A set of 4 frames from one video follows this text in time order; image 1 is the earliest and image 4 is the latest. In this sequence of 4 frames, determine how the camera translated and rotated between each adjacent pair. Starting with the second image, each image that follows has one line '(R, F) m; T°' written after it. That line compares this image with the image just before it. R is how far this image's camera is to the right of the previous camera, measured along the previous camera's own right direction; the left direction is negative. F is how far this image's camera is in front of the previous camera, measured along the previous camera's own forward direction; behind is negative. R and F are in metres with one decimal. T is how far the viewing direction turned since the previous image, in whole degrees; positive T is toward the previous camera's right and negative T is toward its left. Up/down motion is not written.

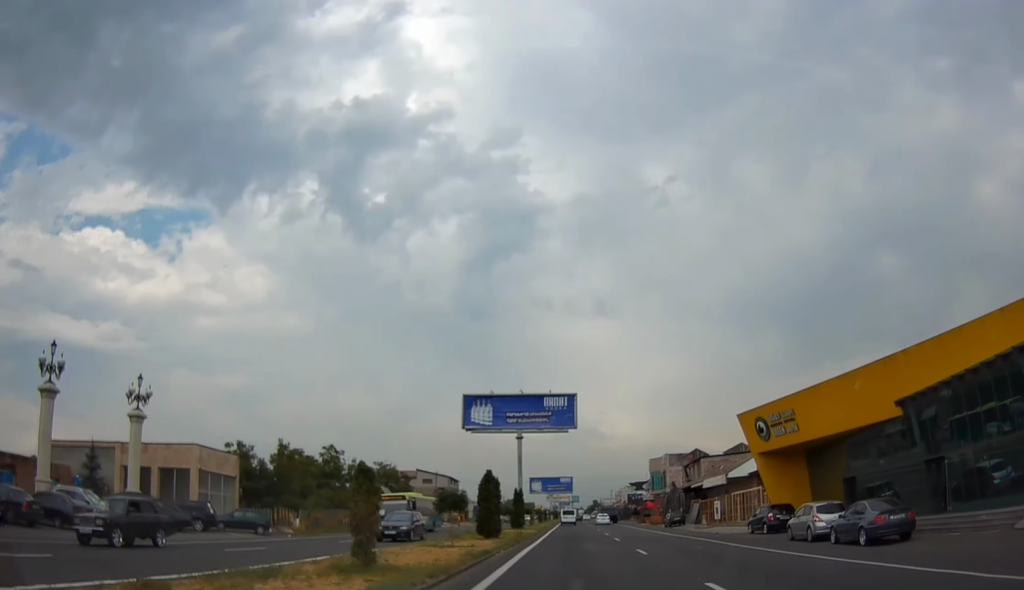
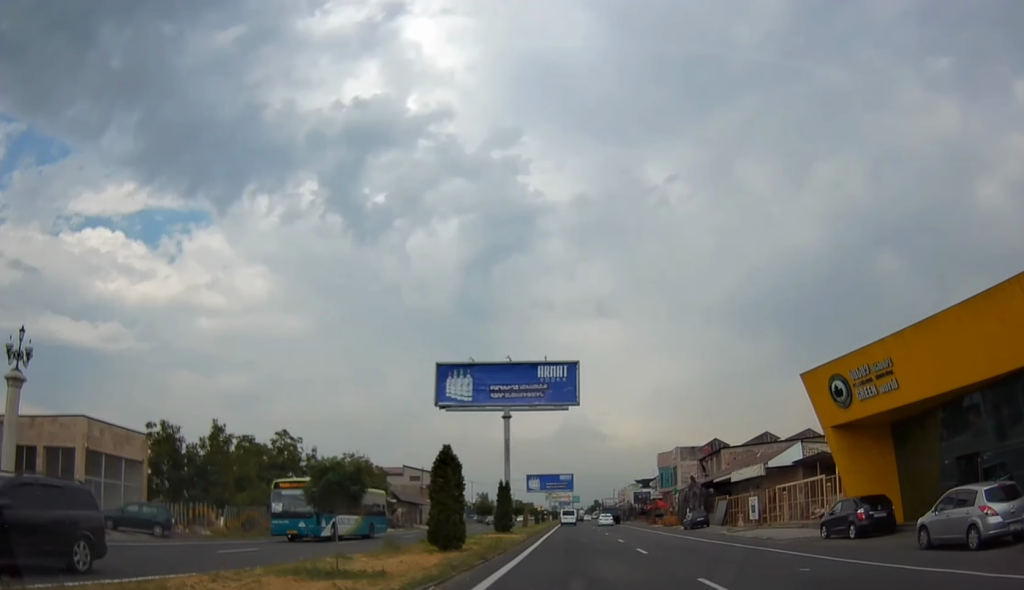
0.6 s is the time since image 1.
(0.0, +11.3) m; 0°
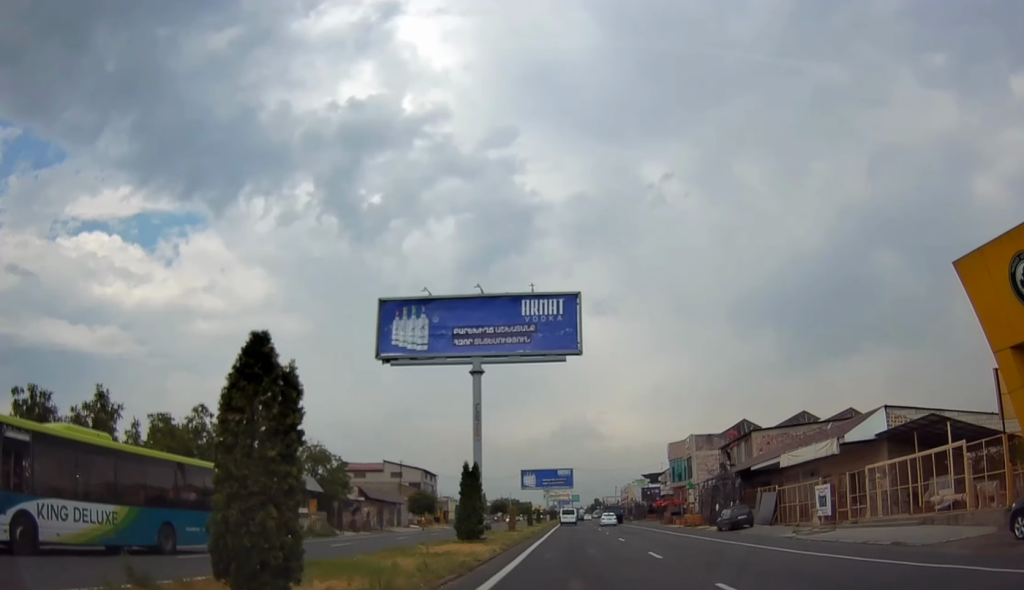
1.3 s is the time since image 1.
(0.0, +13.2) m; 0°
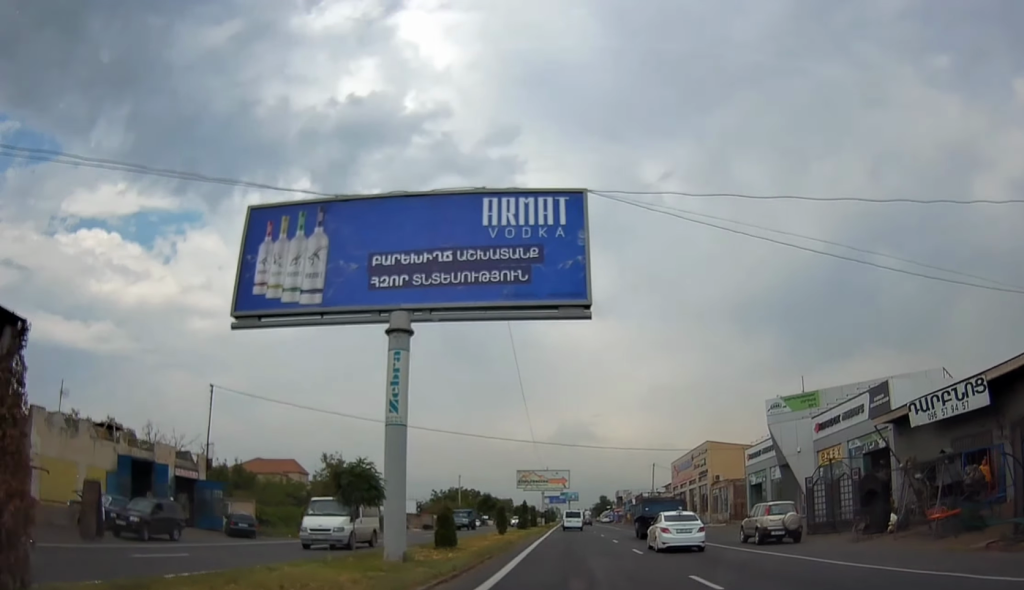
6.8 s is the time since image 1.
(+0.1, +102.5) m; +1°
